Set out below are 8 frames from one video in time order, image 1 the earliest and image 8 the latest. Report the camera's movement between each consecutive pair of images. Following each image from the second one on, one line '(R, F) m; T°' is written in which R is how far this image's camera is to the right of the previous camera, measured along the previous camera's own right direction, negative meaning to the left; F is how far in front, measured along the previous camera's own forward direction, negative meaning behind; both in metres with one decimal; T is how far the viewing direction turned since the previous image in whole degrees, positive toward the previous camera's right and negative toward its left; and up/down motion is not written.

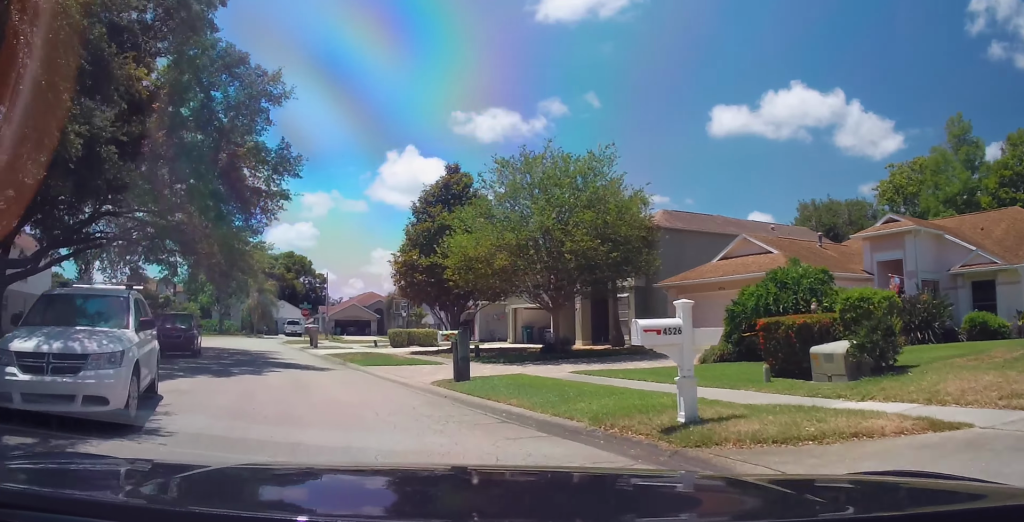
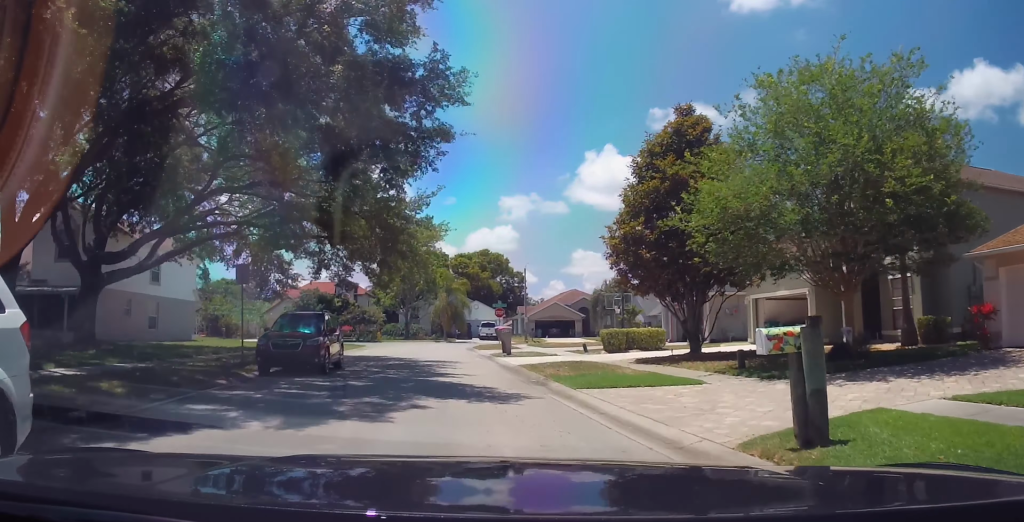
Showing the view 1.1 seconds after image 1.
(-1.4, +7.2) m; -18°
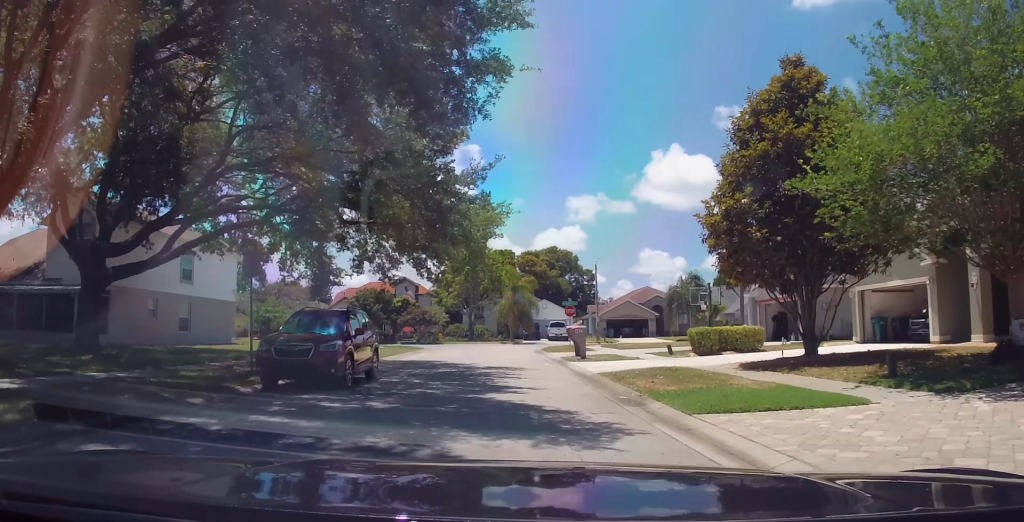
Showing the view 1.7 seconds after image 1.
(-0.3, +3.8) m; -4°
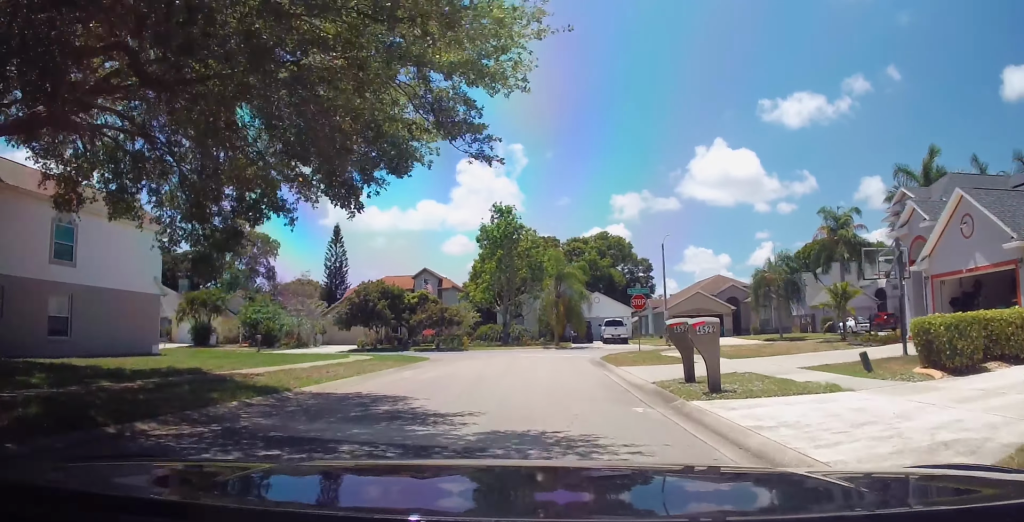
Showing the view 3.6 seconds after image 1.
(0.0, +13.1) m; -1°
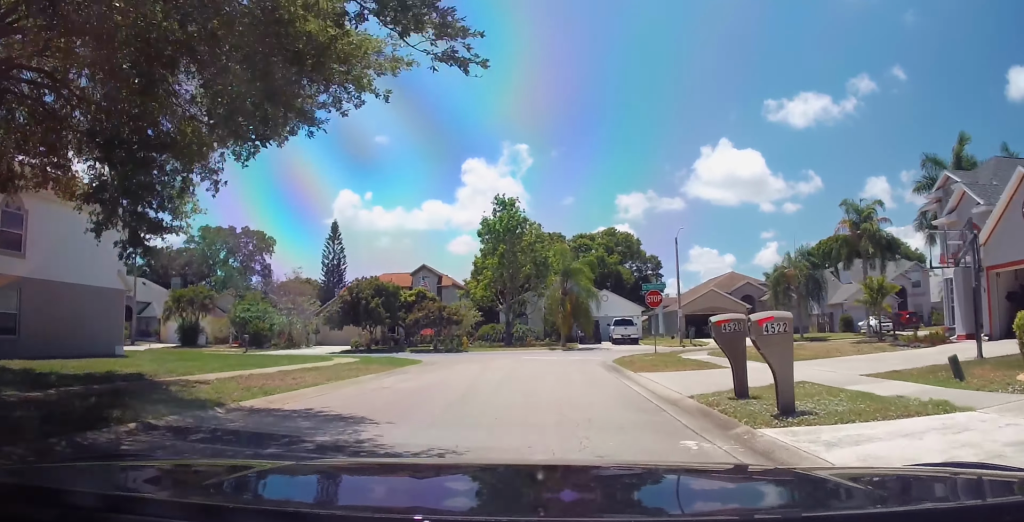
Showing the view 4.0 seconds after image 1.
(-0.2, +3.2) m; -2°
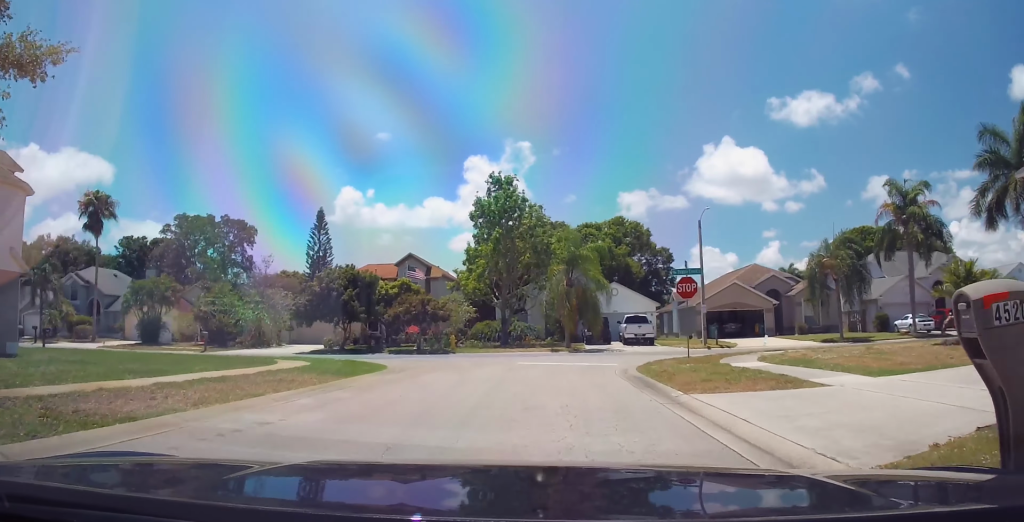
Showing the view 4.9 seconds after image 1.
(-0.2, +6.3) m; -3°
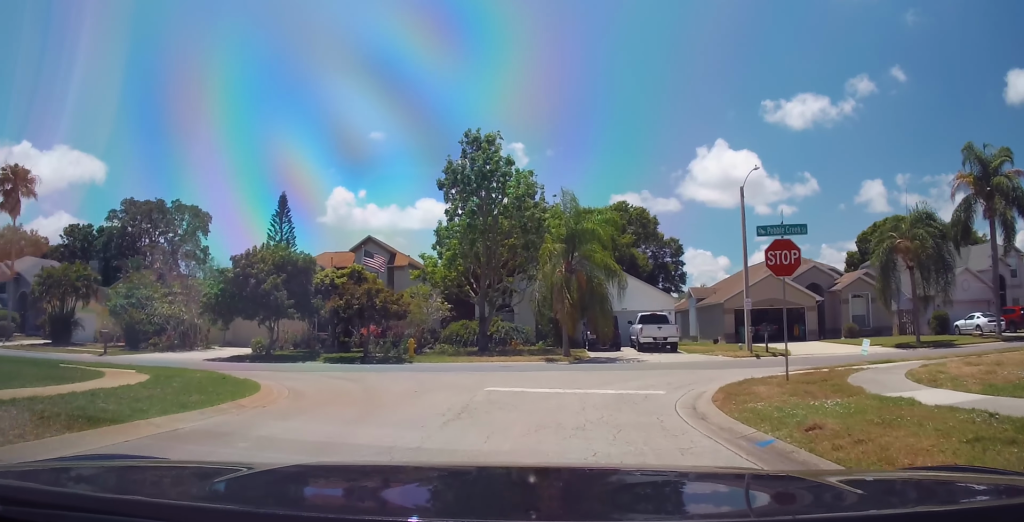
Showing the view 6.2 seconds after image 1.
(-0.4, +9.6) m; -2°
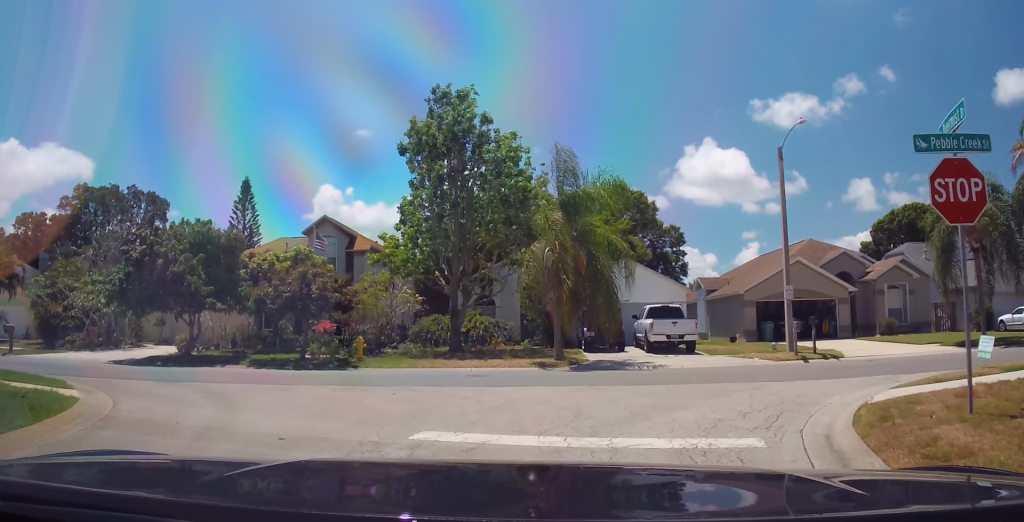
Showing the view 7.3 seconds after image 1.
(+0.3, +6.6) m; +7°
